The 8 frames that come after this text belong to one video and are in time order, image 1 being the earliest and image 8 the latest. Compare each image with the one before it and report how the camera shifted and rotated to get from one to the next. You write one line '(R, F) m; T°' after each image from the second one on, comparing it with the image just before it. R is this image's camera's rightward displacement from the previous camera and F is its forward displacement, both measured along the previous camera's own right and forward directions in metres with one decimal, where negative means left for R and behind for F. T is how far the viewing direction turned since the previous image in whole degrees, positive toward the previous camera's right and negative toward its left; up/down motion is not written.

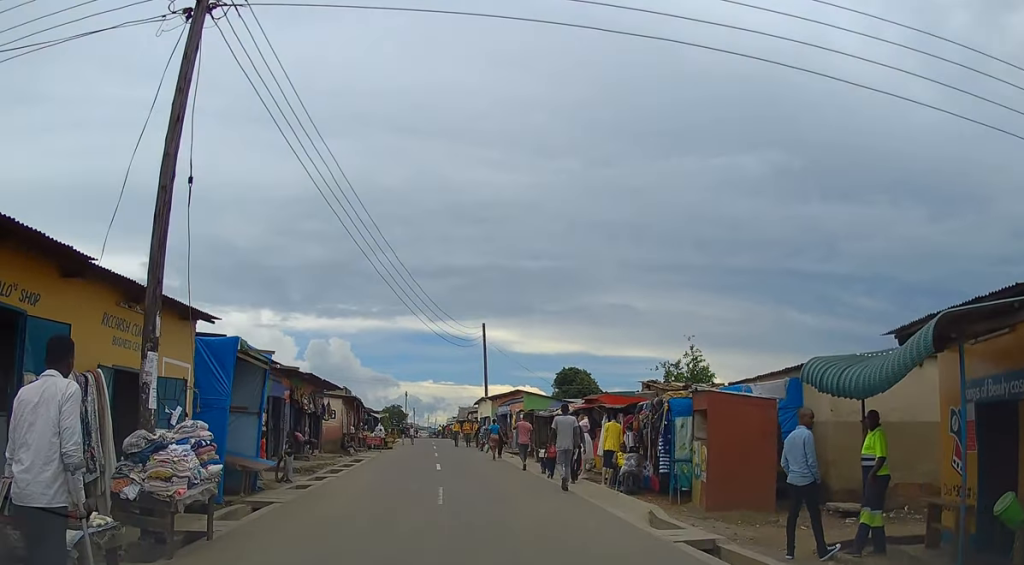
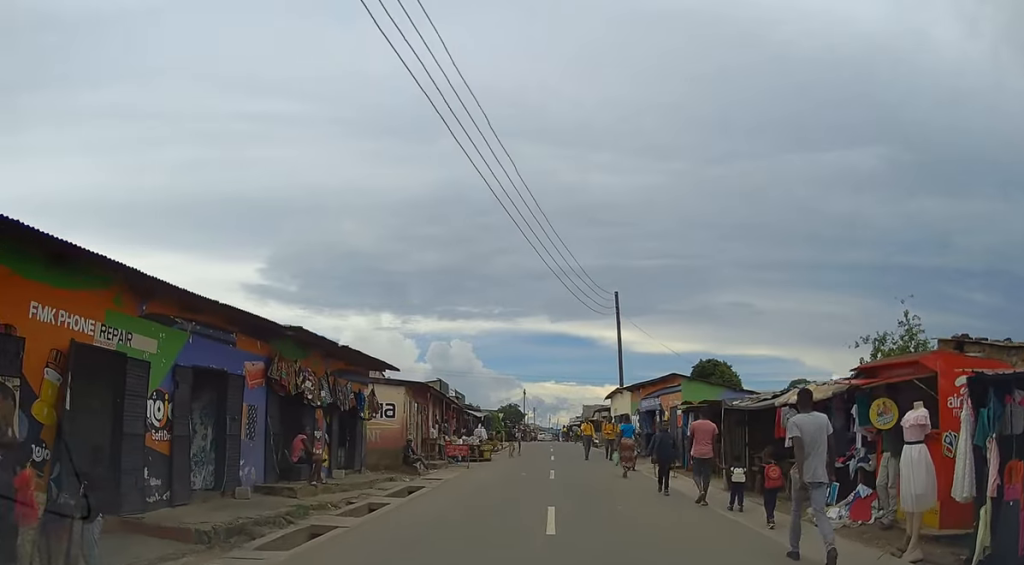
(-1.1, +11.2) m; -9°
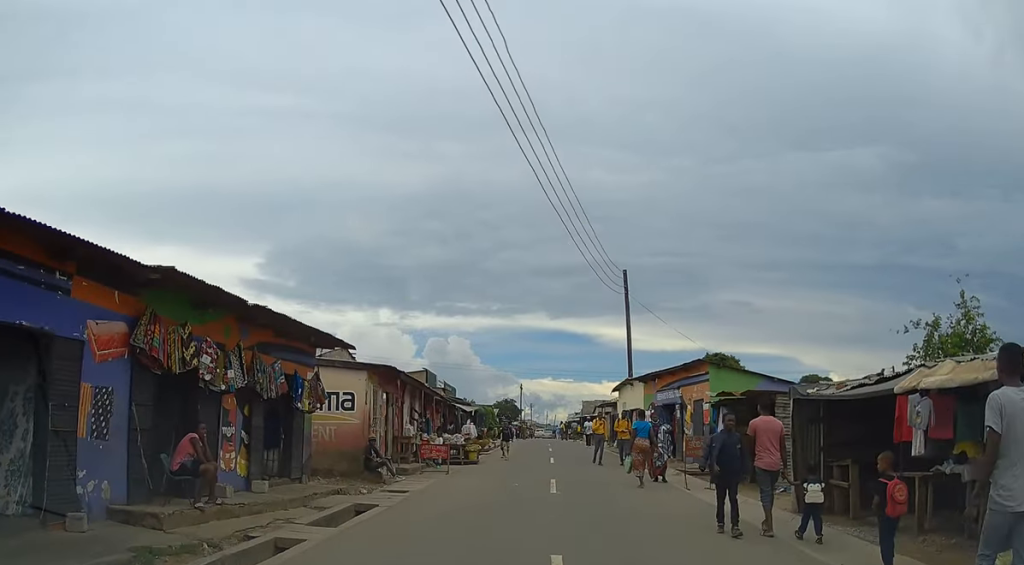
(0.0, +4.4) m; +1°
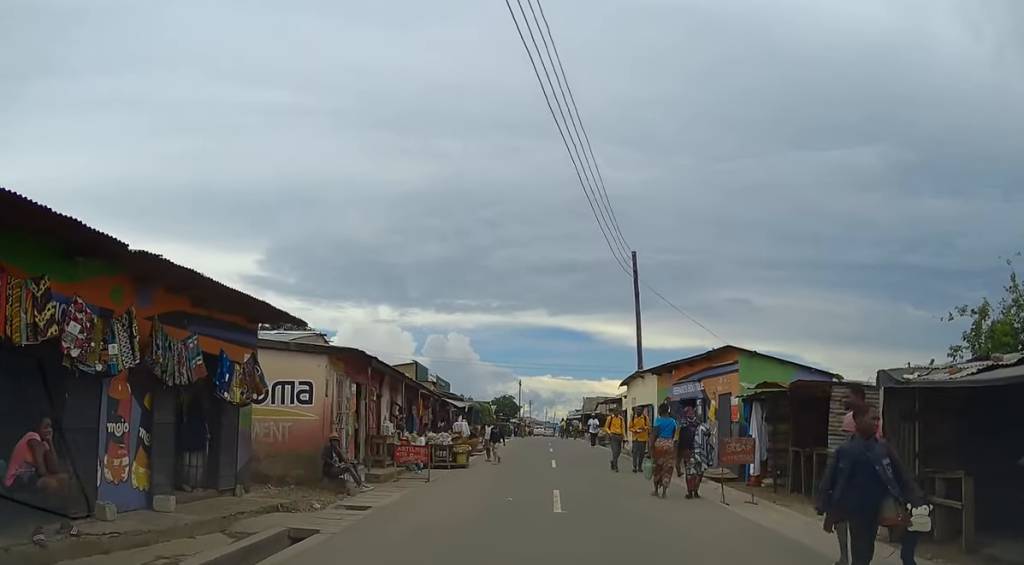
(0.0, +3.2) m; +1°
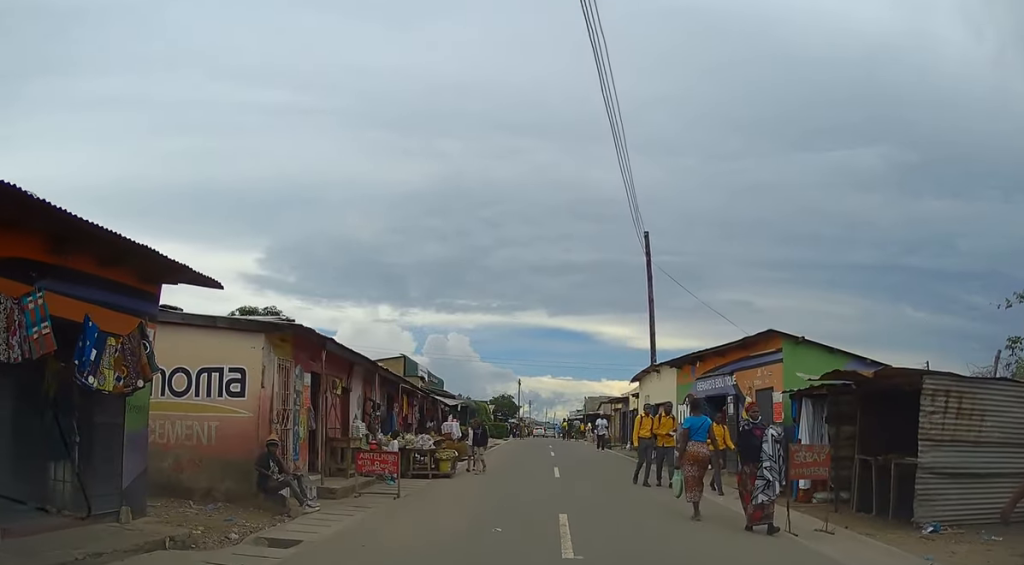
(0.0, +3.3) m; +1°
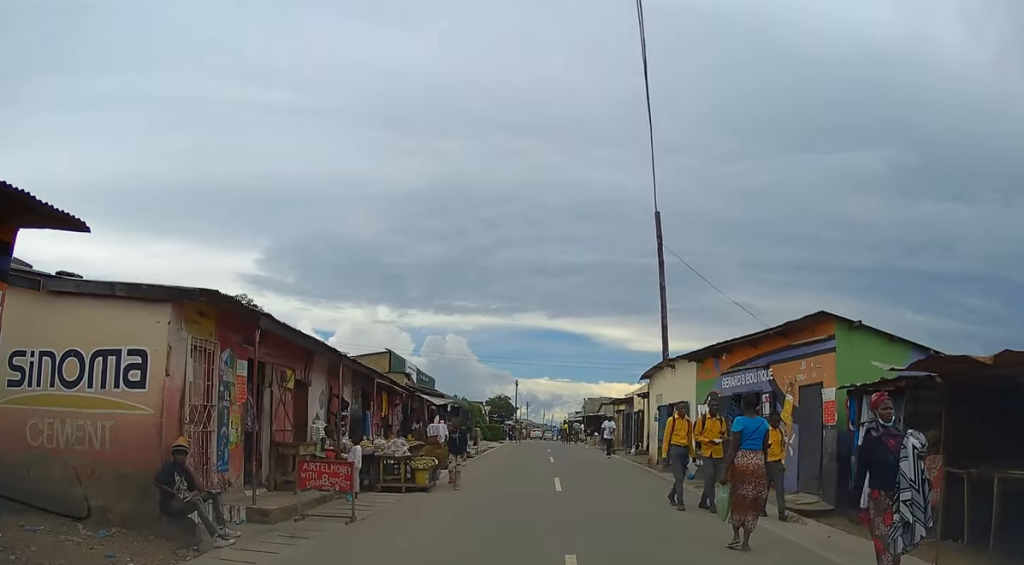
(+0.1, +2.9) m; 0°
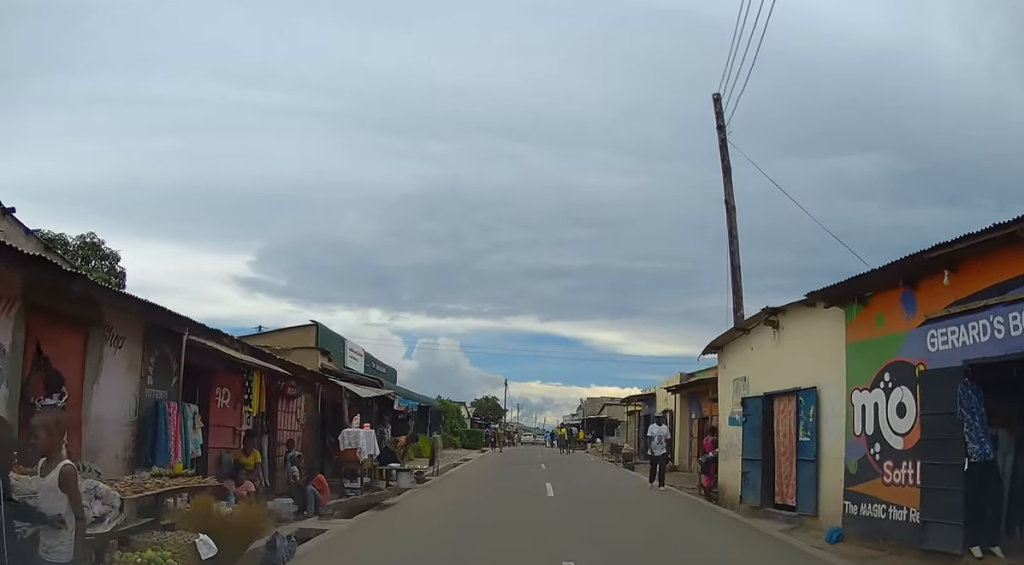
(-0.1, +9.5) m; 0°
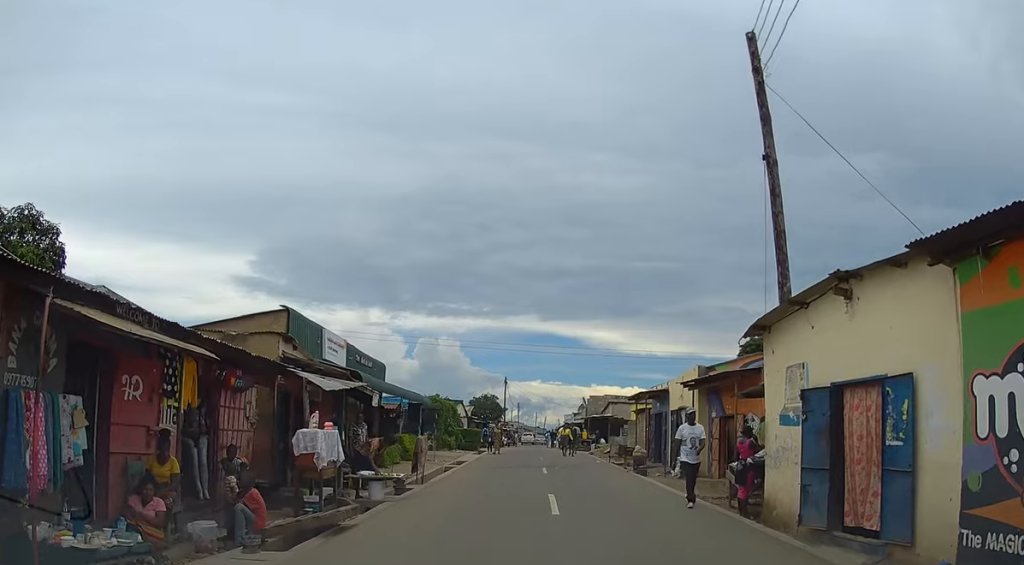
(+0.1, +2.7) m; 0°
